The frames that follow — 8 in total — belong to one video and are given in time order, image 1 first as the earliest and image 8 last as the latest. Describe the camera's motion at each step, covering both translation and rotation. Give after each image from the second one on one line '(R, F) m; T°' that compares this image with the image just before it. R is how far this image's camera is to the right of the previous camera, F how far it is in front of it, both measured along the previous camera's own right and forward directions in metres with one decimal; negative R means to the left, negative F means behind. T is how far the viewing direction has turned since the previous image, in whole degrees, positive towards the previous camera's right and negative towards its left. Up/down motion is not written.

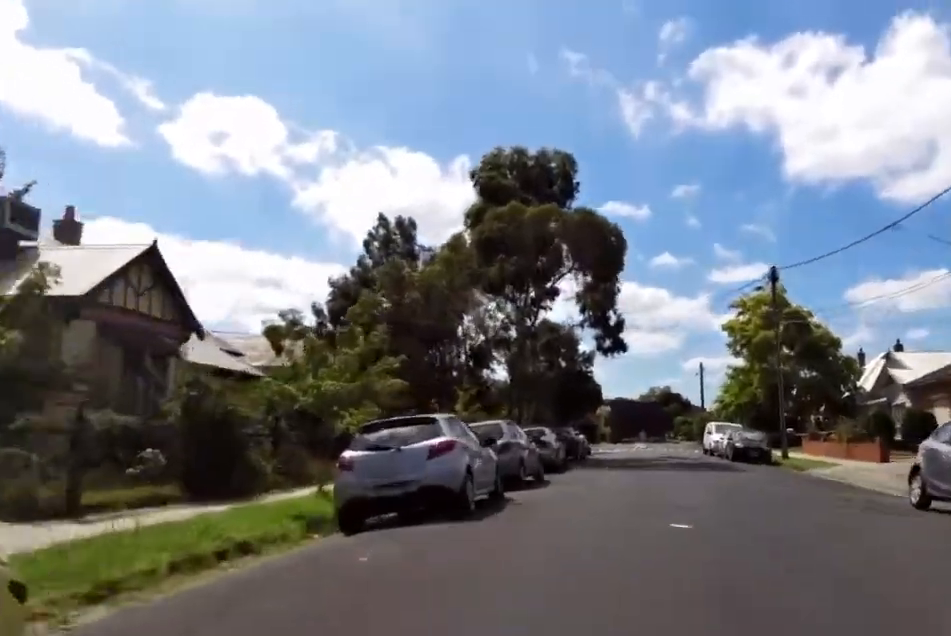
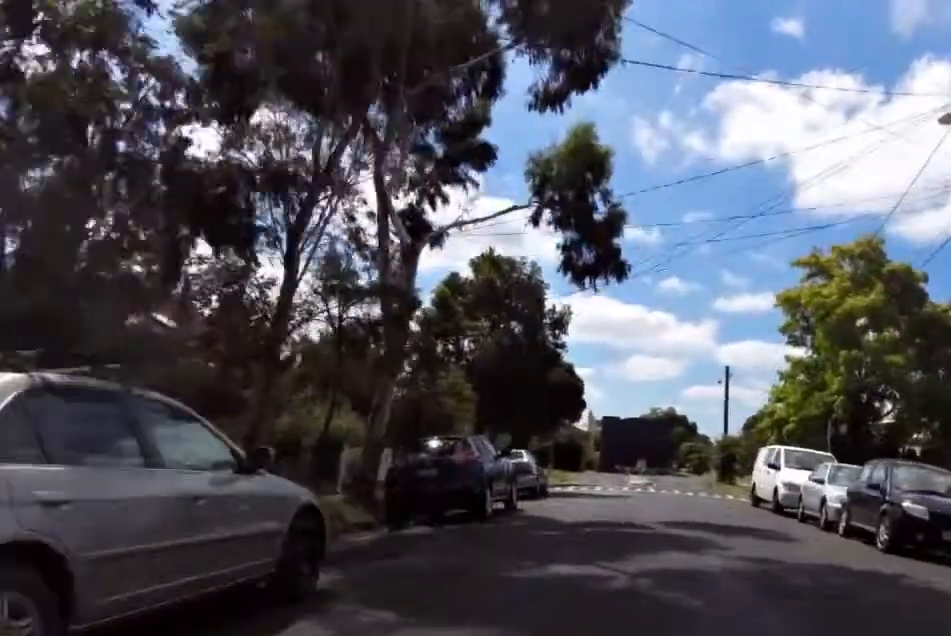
(-0.8, +19.6) m; +1°
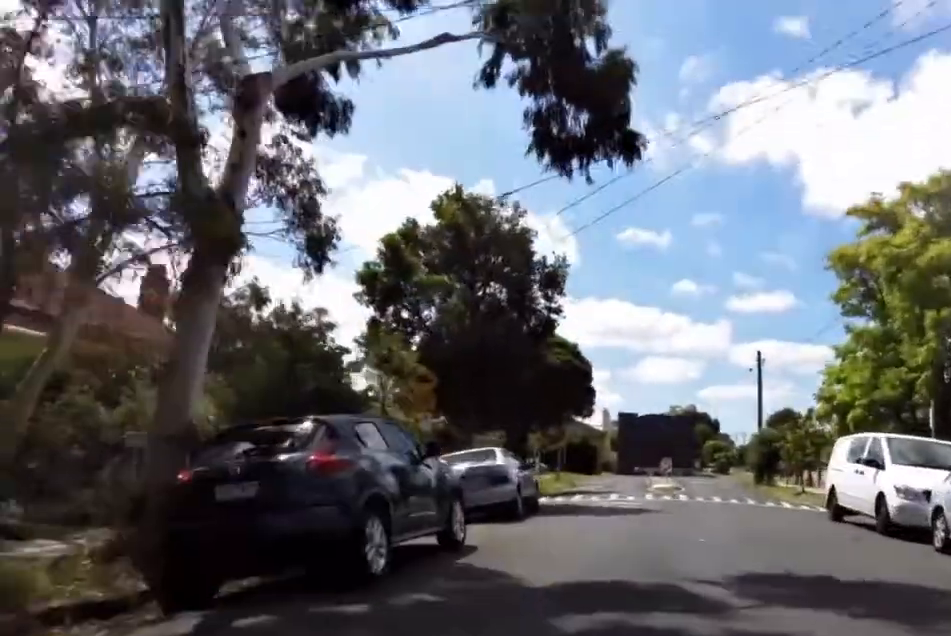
(0.0, +6.9) m; 0°
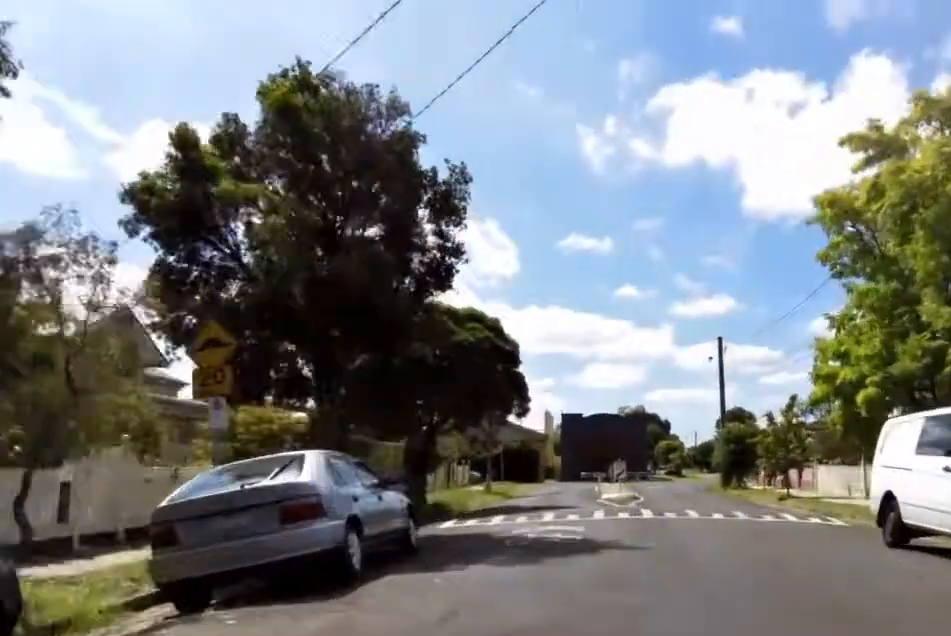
(0.0, +6.2) m; -1°
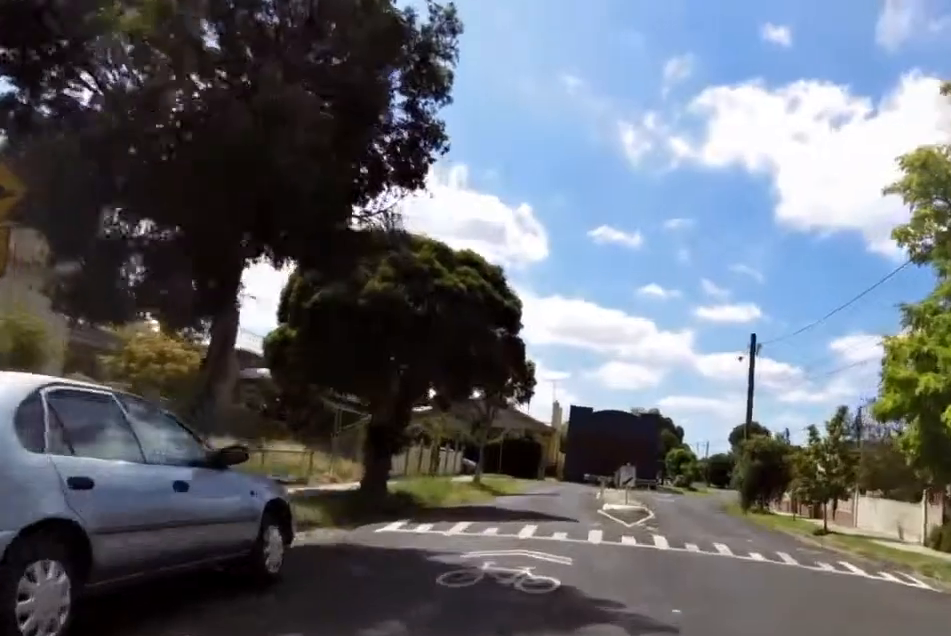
(+0.1, +4.1) m; -2°
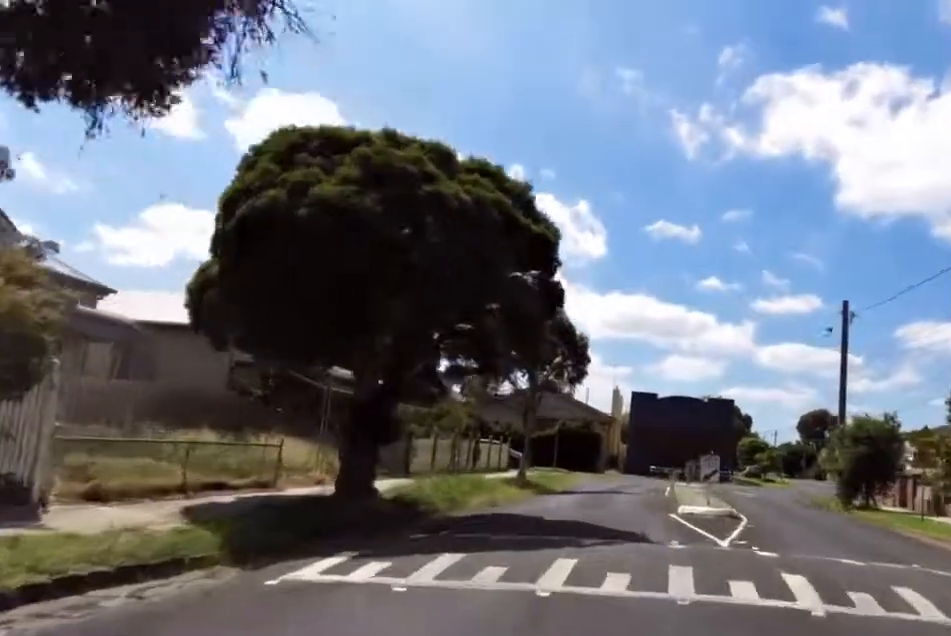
(-0.2, +5.2) m; -3°
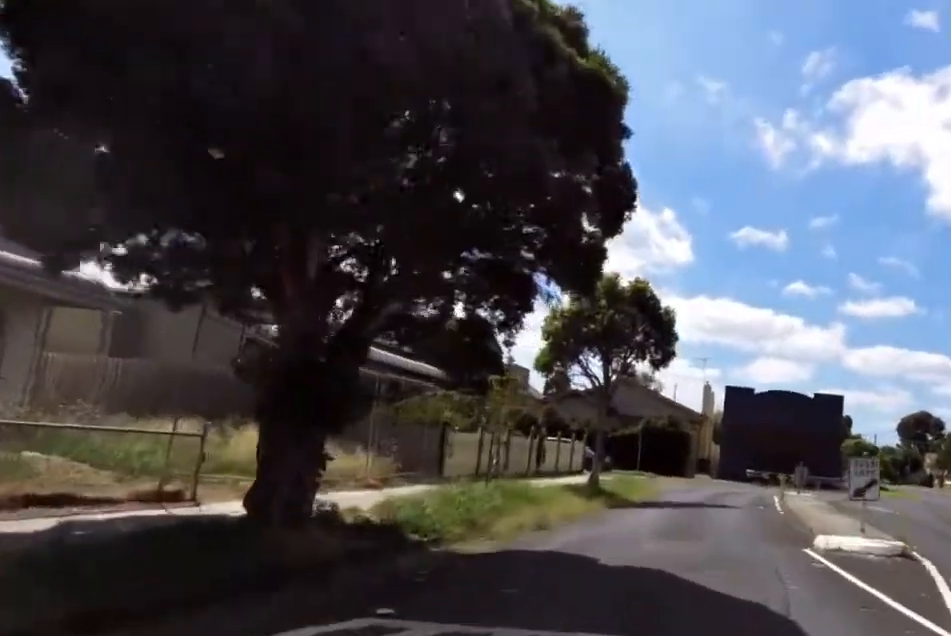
(-0.2, +5.2) m; -1°
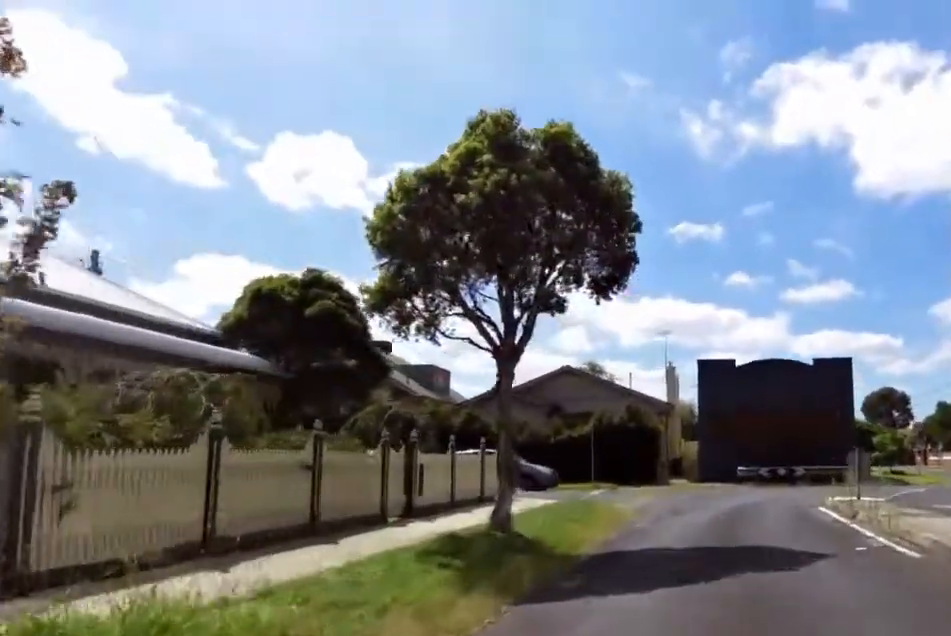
(+0.9, +9.6) m; +9°
